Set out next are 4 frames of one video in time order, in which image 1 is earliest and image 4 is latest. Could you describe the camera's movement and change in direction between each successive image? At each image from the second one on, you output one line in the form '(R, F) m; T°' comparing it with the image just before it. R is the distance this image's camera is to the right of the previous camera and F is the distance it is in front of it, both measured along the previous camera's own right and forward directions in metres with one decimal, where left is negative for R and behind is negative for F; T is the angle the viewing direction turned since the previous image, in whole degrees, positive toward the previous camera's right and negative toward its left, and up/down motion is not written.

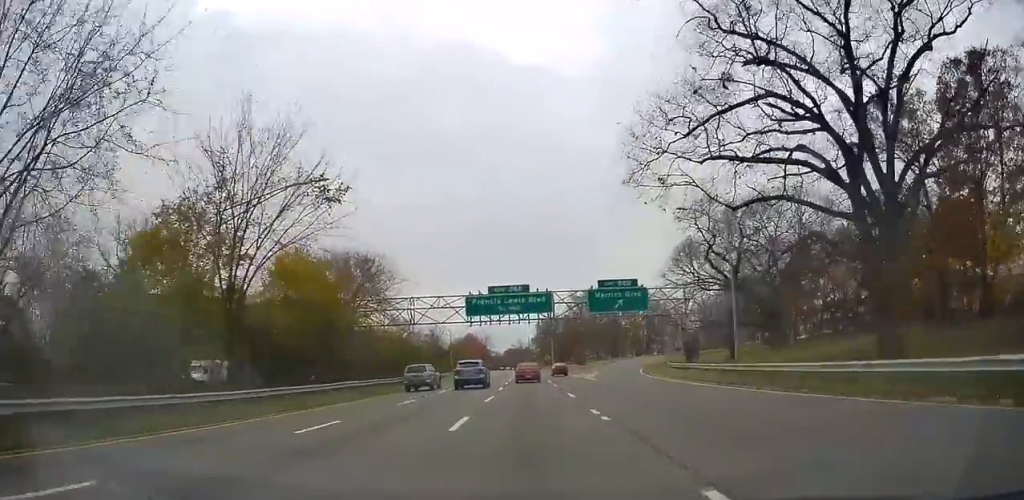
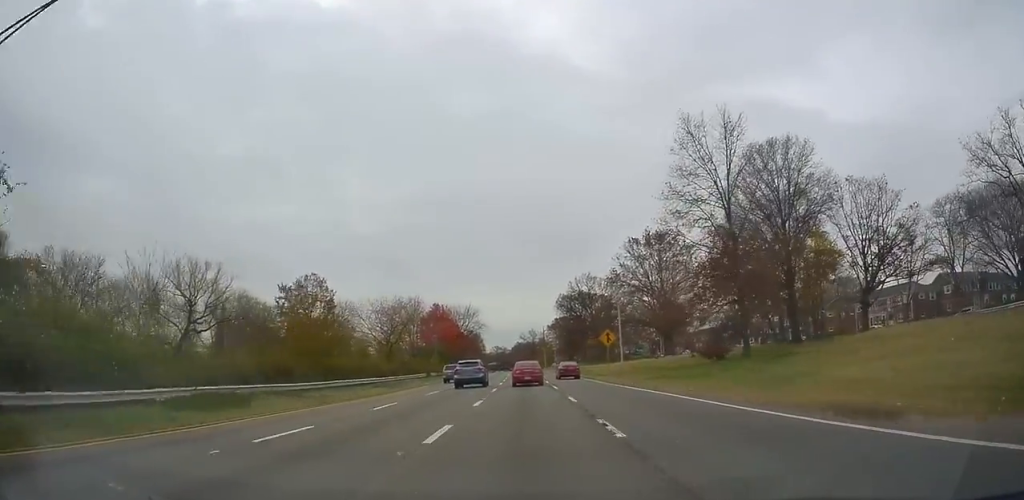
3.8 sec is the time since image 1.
(-1.6, +102.7) m; -2°
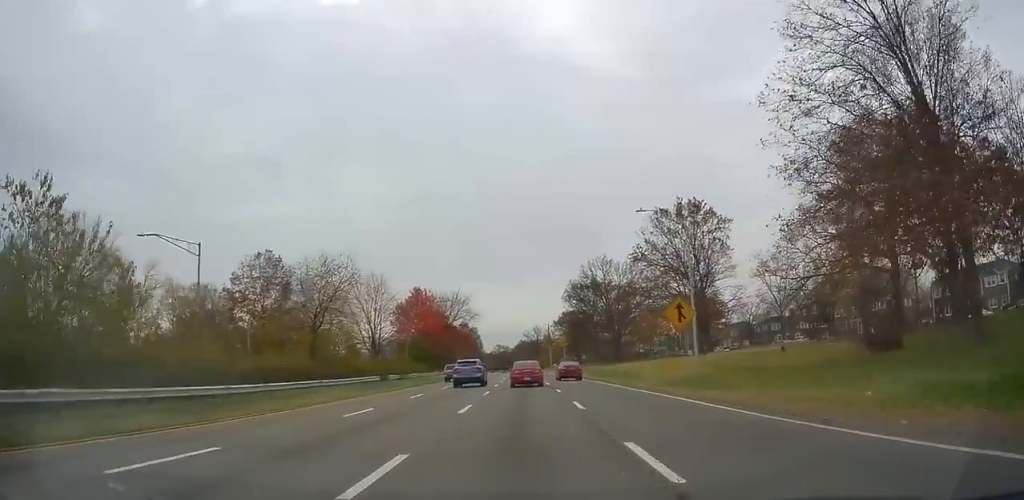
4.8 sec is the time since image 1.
(-0.3, +24.5) m; -1°
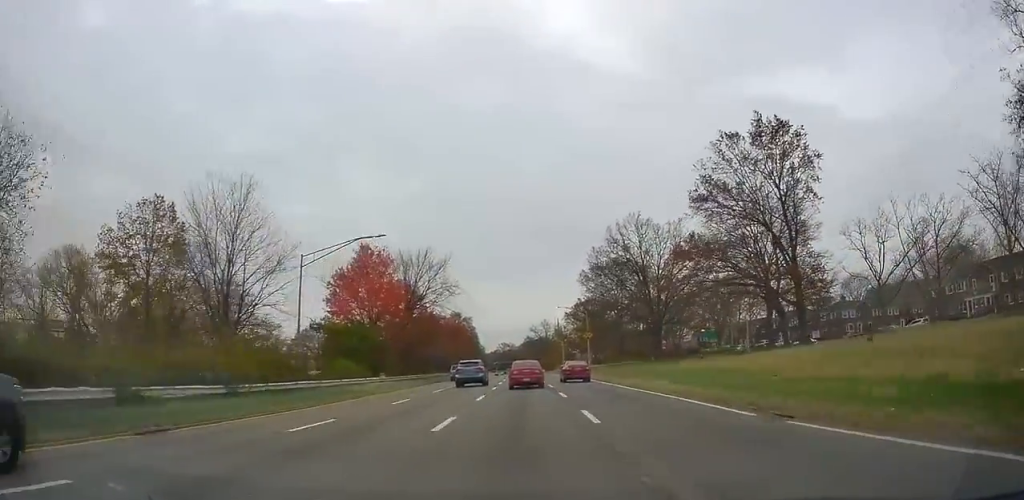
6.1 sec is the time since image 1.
(0.0, +34.9) m; 0°
